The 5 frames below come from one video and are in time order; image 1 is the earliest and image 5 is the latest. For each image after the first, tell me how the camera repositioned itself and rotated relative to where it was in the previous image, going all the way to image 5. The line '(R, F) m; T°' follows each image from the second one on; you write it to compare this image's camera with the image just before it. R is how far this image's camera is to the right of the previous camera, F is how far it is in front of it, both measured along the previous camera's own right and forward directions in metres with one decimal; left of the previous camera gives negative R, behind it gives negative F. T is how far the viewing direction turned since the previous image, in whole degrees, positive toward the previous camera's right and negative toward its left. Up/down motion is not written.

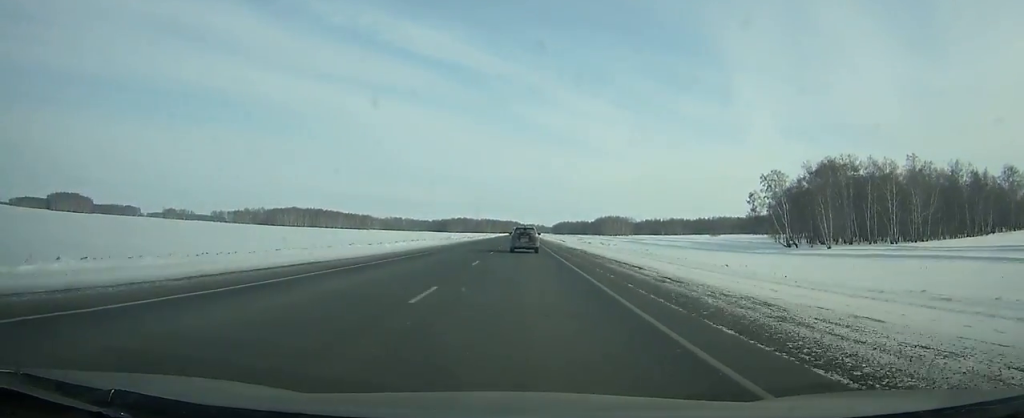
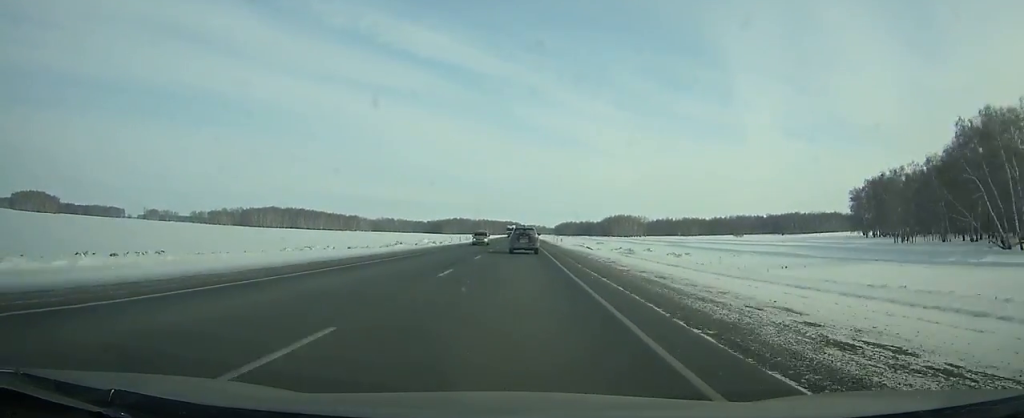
(0.0, +67.2) m; 0°
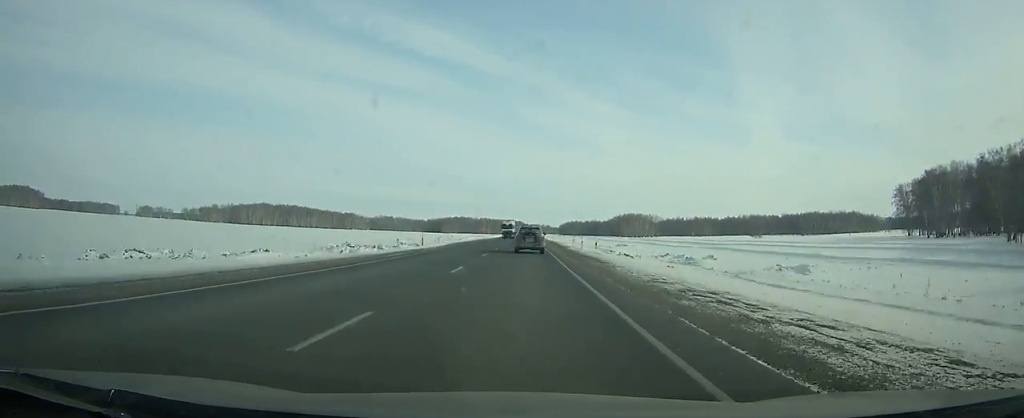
(0.0, +35.0) m; 0°
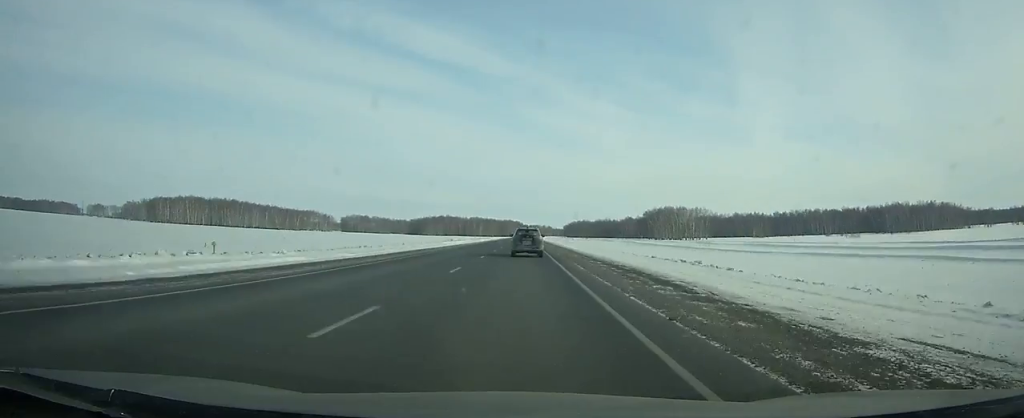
(+0.1, +143.4) m; 0°
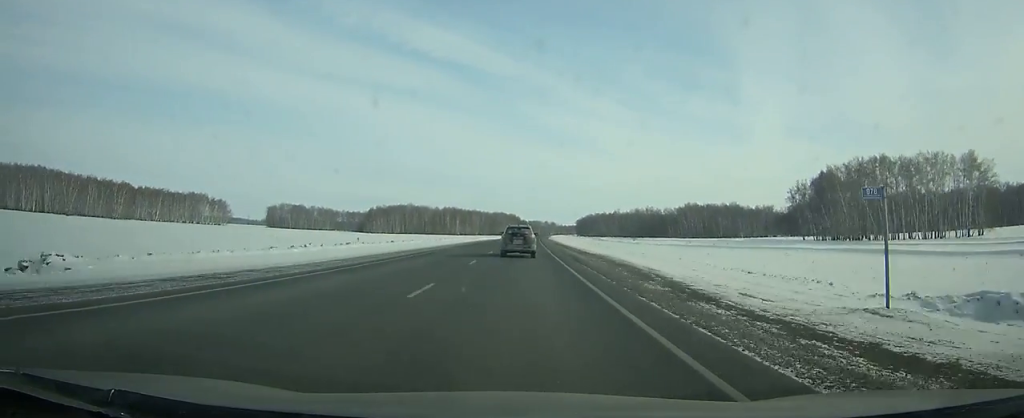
(+0.3, +235.1) m; 0°
